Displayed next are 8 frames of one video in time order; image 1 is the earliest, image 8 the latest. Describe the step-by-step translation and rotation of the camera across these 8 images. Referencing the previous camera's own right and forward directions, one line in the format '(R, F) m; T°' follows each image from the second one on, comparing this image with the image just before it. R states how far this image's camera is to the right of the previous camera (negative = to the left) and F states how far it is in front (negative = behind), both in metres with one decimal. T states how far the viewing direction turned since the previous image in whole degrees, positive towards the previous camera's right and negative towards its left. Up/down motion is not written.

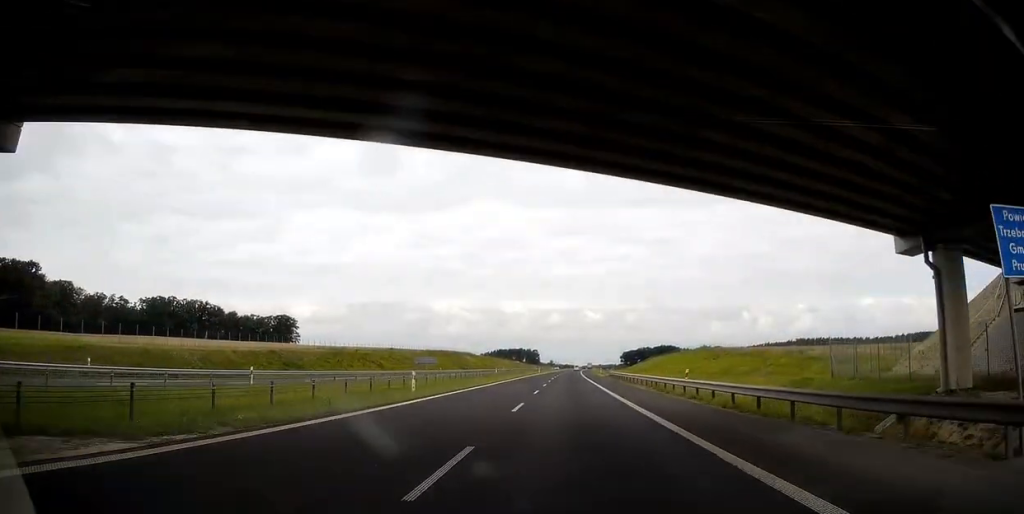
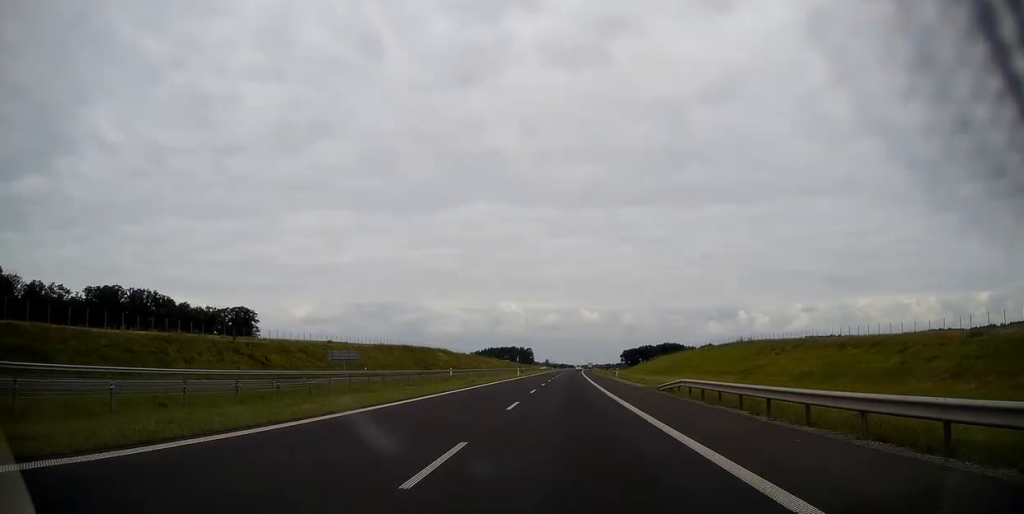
(+0.2, +47.2) m; +1°
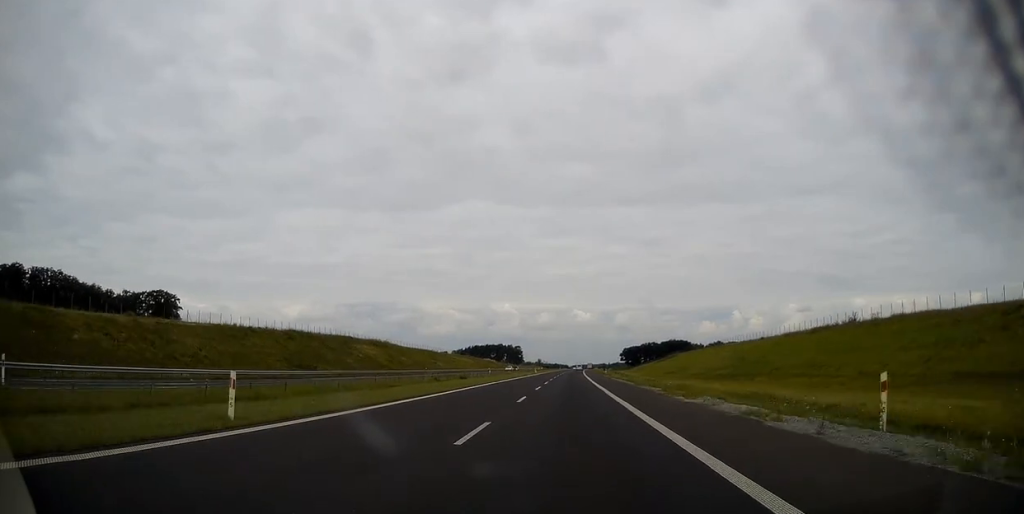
(+0.4, +67.8) m; +1°
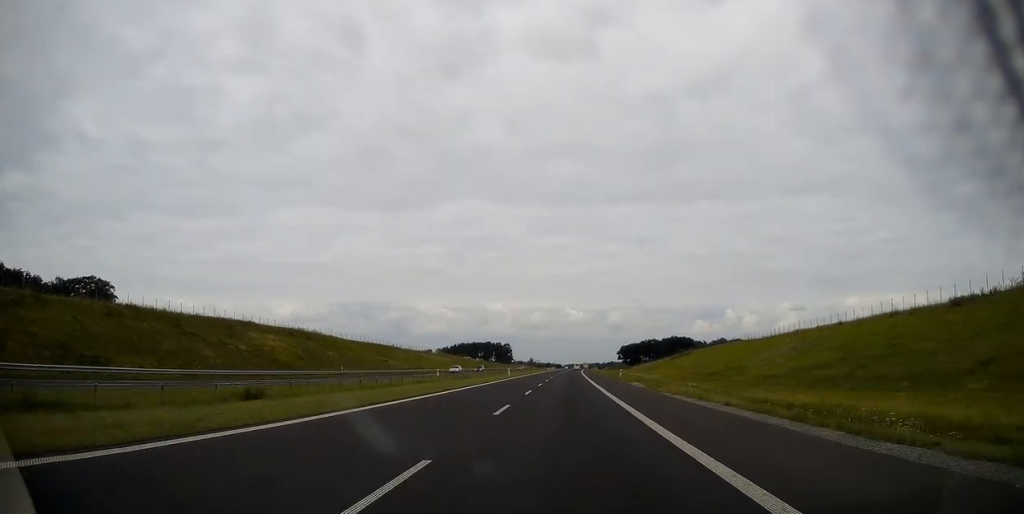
(+0.1, +41.3) m; 0°
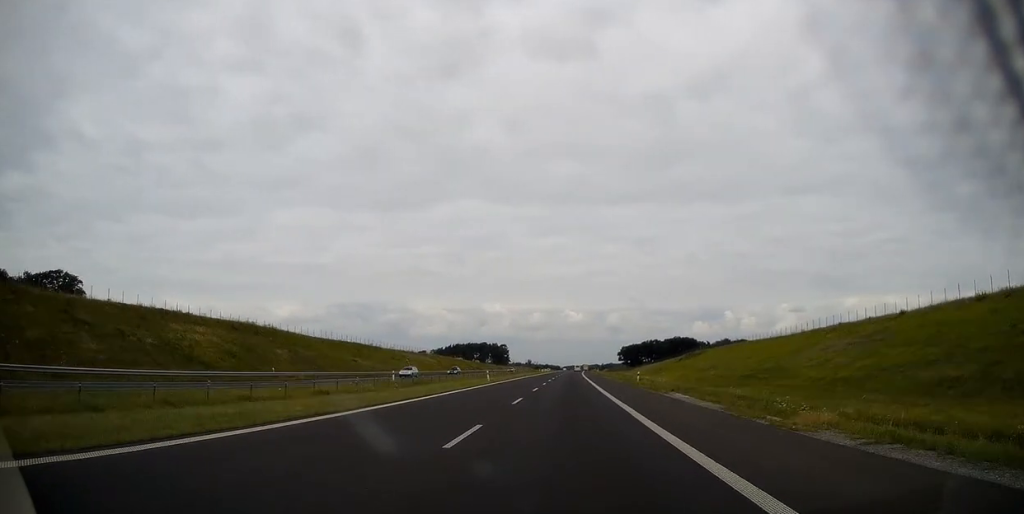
(0.0, +18.4) m; 0°
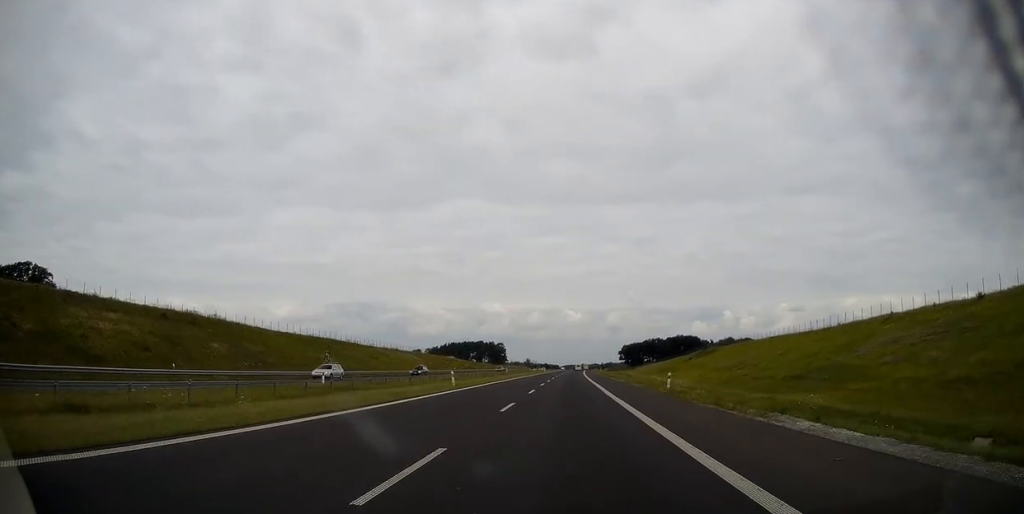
(0.0, +16.1) m; 0°
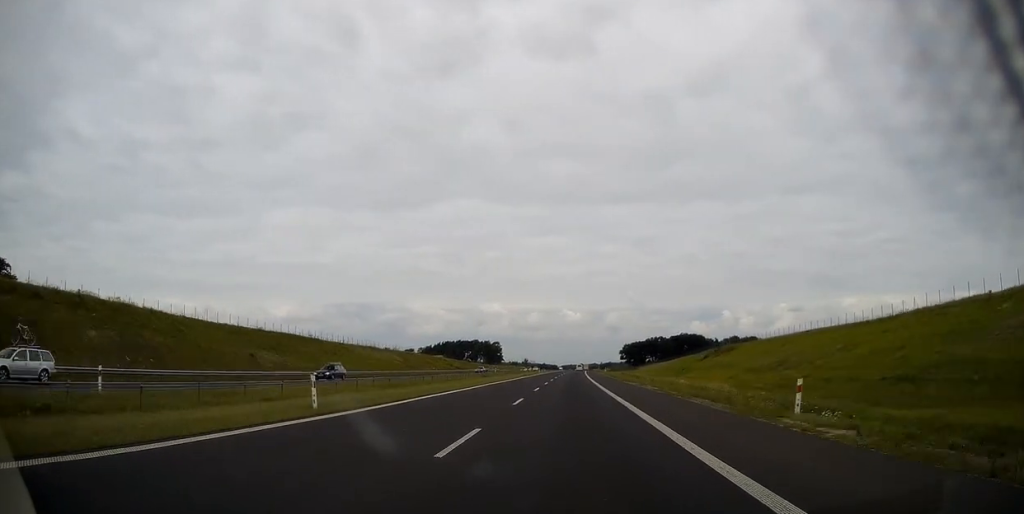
(+0.1, +20.7) m; 0°
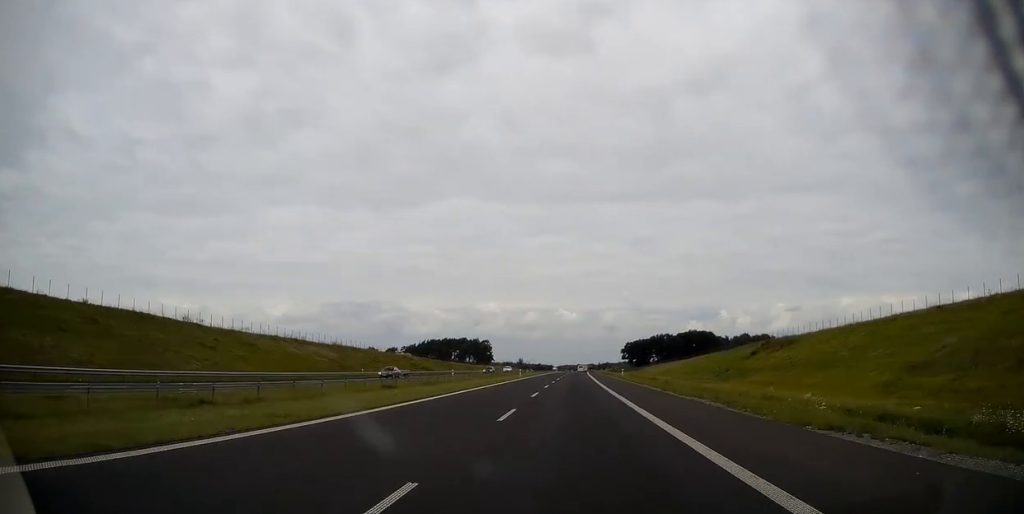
(+0.3, +41.5) m; +1°
